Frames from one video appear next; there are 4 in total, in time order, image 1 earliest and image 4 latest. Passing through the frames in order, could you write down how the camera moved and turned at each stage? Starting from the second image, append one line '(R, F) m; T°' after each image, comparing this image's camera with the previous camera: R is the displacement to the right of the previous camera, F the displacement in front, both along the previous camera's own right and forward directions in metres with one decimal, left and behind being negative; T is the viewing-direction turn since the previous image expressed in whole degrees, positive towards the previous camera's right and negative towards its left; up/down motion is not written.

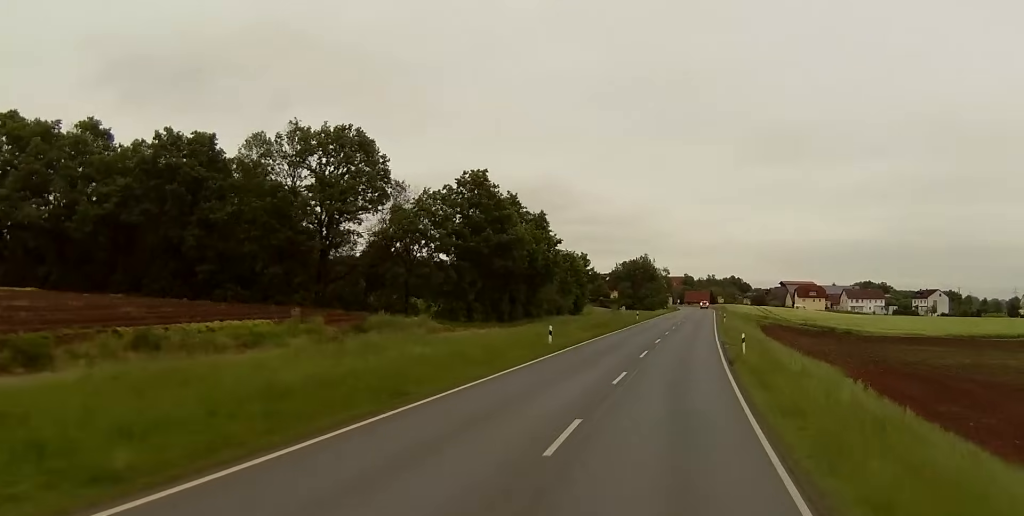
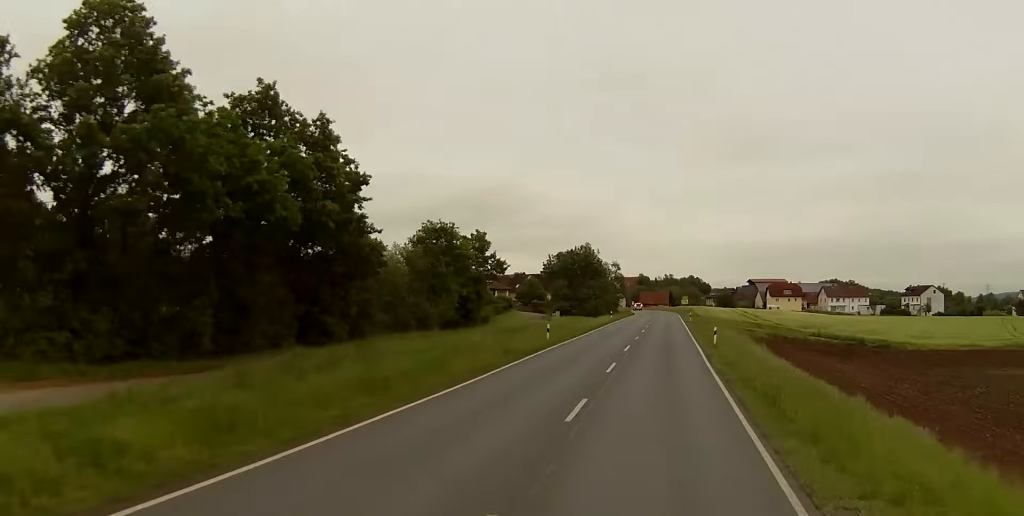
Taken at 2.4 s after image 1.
(+0.7, +44.2) m; +3°
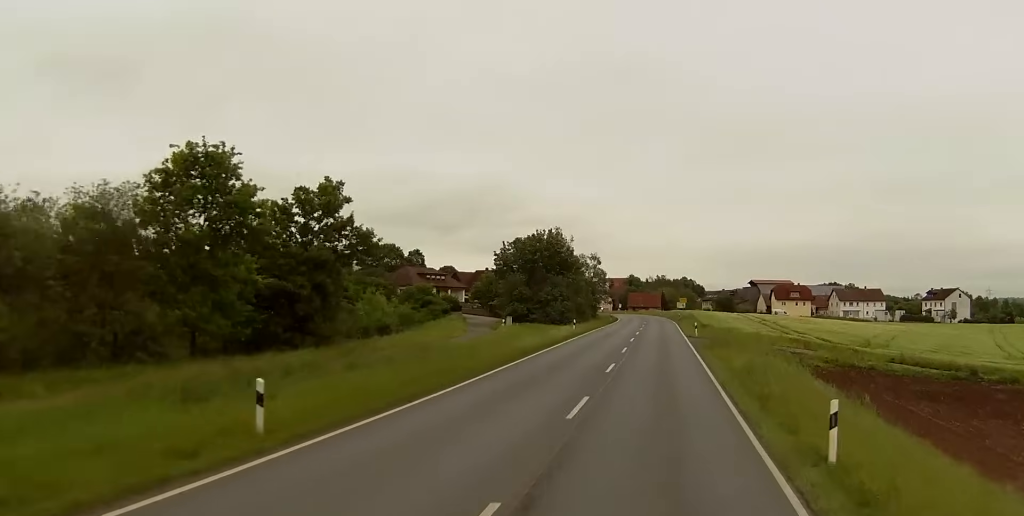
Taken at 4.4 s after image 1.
(+0.8, +35.7) m; +1°
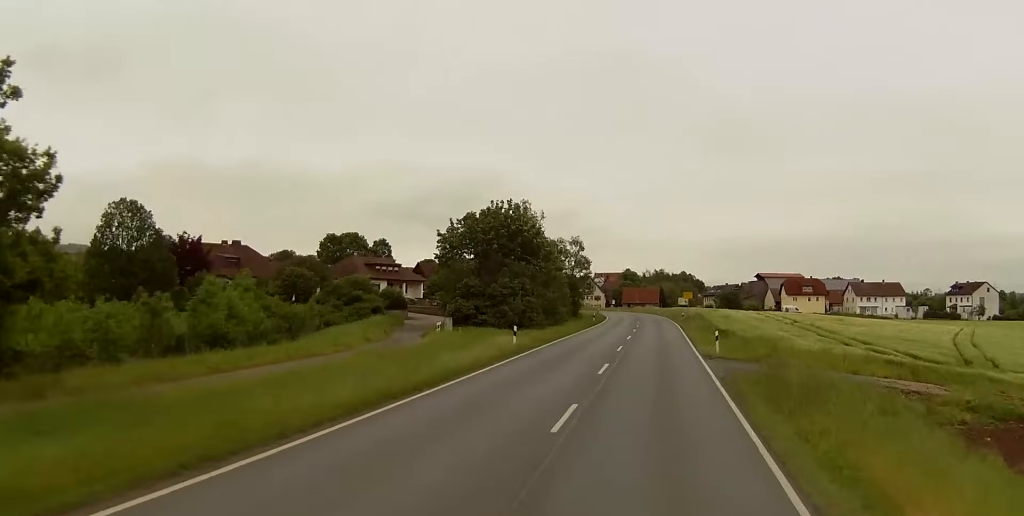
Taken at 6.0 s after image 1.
(-0.6, +26.7) m; 0°
